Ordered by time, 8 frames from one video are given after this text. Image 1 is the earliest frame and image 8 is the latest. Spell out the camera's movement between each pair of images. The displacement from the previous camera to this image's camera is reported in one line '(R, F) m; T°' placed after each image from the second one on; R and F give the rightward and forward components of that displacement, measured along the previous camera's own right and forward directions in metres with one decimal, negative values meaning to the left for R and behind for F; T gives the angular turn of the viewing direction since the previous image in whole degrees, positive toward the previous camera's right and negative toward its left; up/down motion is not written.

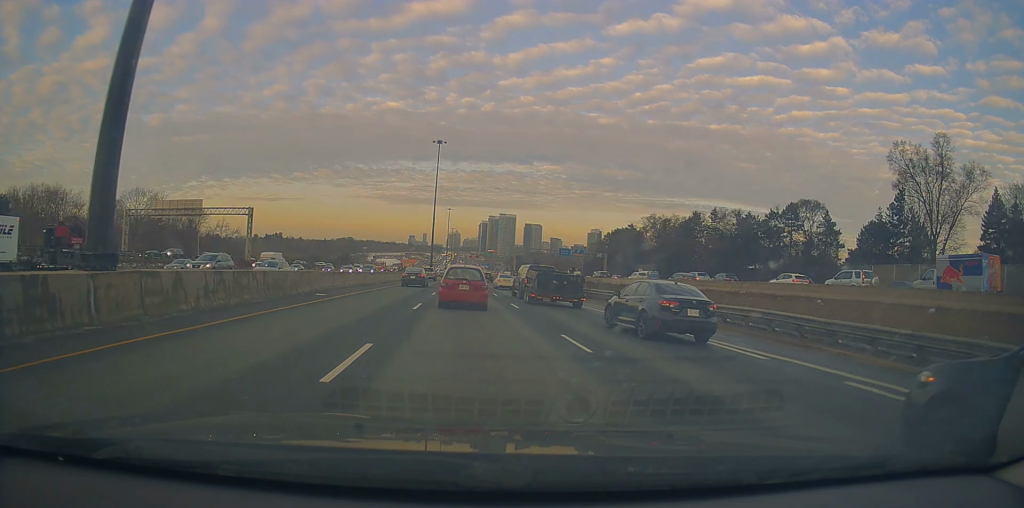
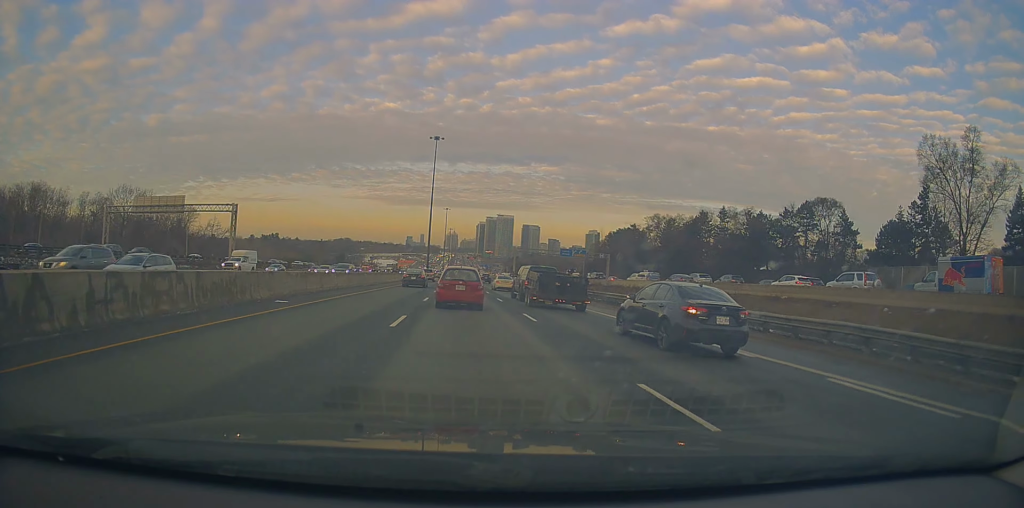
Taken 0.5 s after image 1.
(+0.1, +5.7) m; +1°
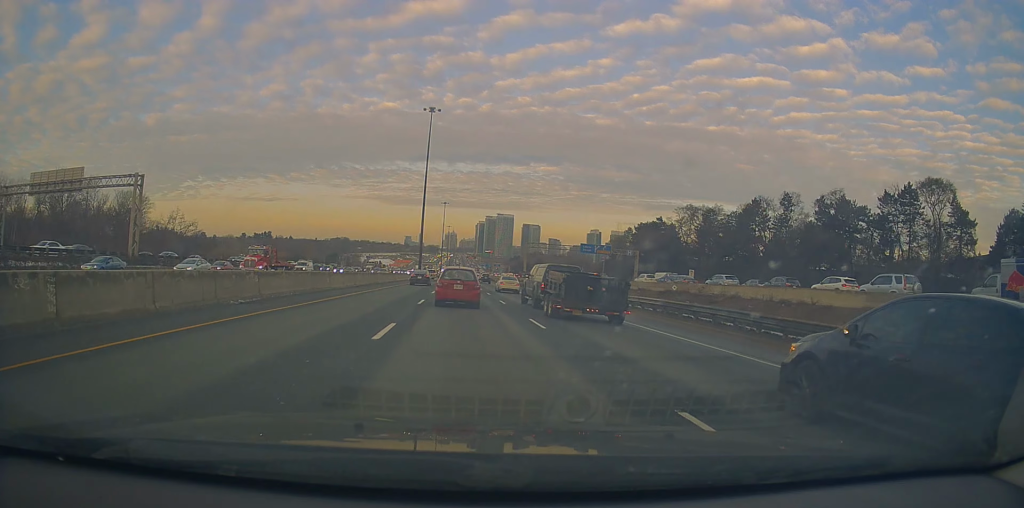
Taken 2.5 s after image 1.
(-0.3, +25.7) m; -2°
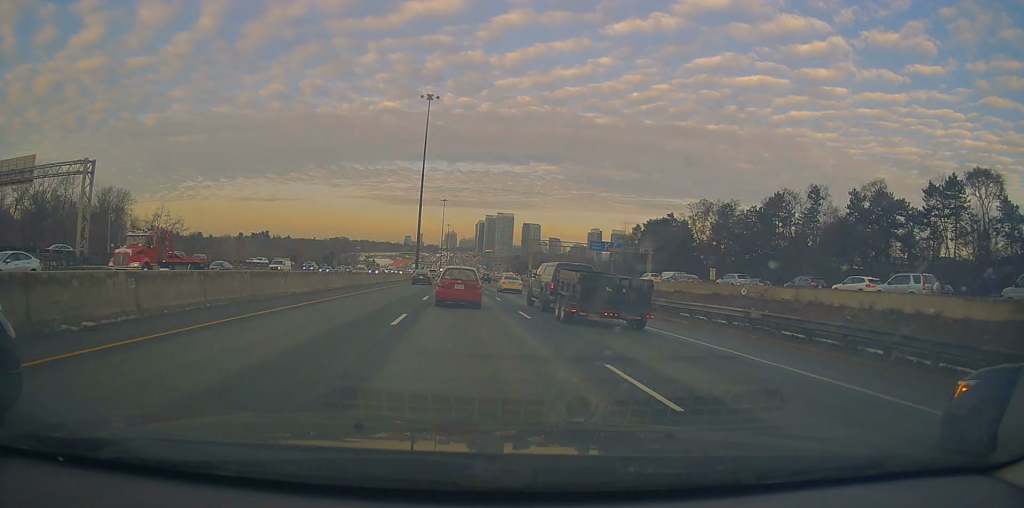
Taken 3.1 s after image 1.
(0.0, +8.6) m; 0°
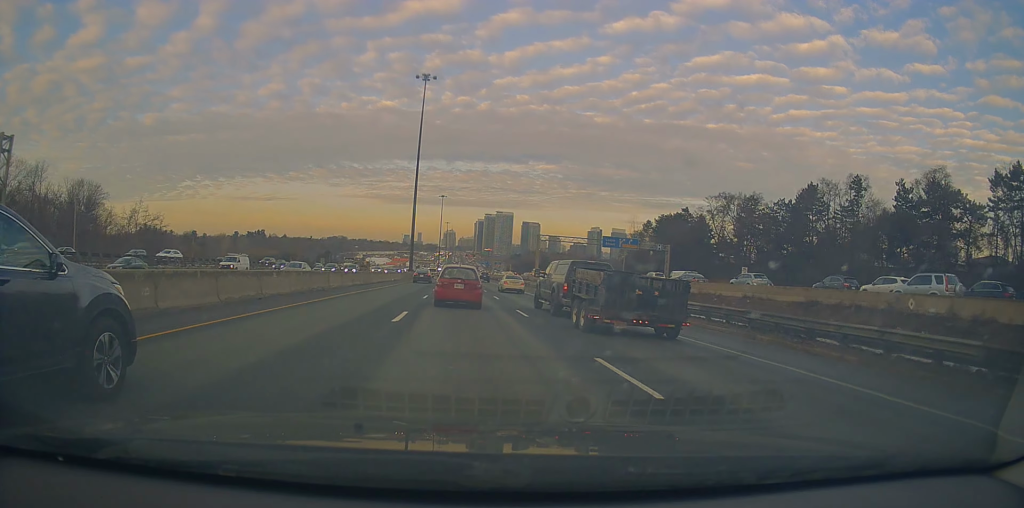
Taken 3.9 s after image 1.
(0.0, +11.1) m; 0°
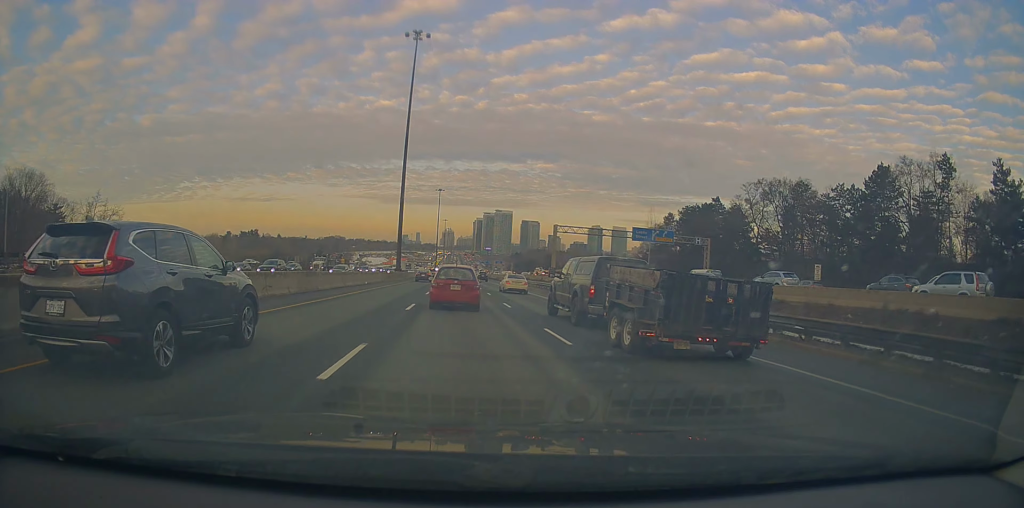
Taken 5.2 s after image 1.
(0.0, +19.2) m; 0°
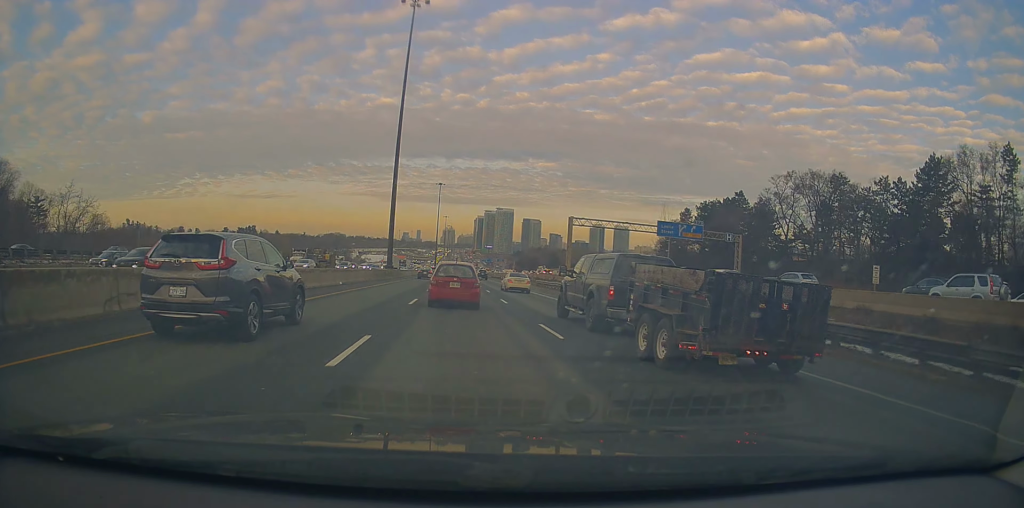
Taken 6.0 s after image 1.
(0.0, +11.1) m; +2°
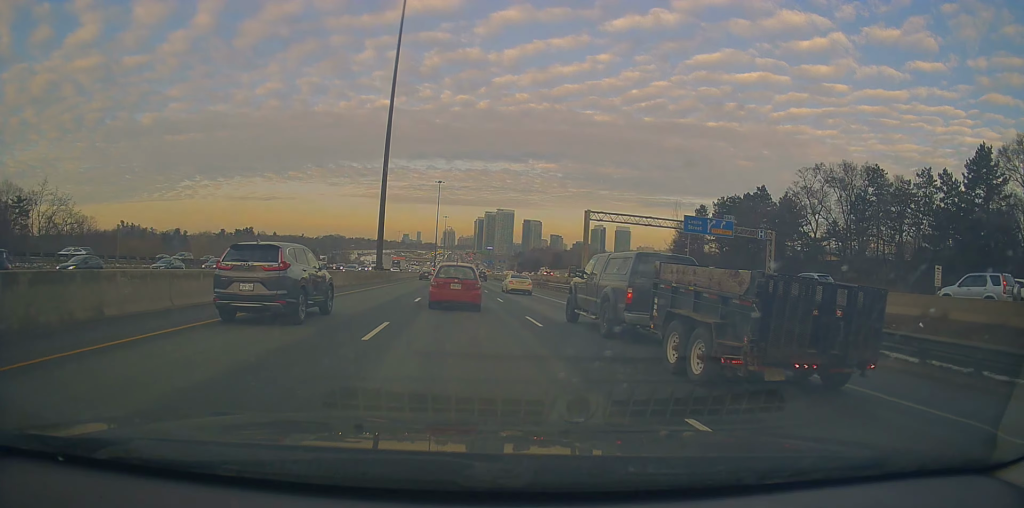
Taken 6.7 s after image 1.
(+0.2, +9.6) m; +1°
